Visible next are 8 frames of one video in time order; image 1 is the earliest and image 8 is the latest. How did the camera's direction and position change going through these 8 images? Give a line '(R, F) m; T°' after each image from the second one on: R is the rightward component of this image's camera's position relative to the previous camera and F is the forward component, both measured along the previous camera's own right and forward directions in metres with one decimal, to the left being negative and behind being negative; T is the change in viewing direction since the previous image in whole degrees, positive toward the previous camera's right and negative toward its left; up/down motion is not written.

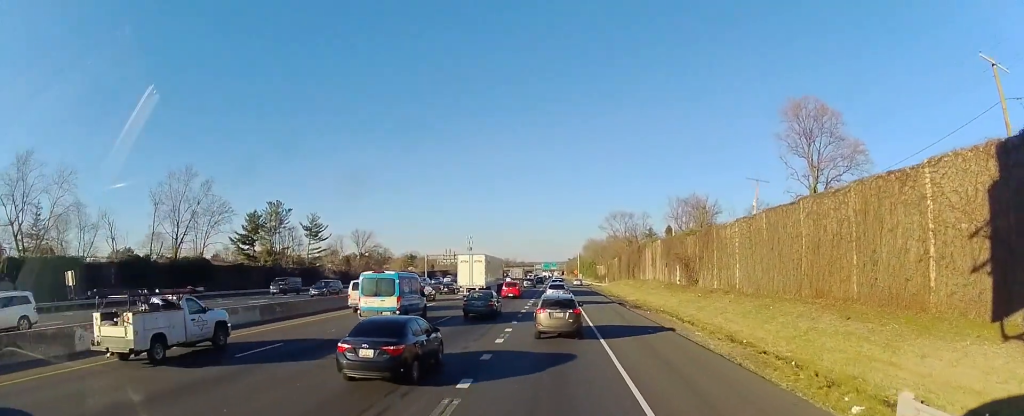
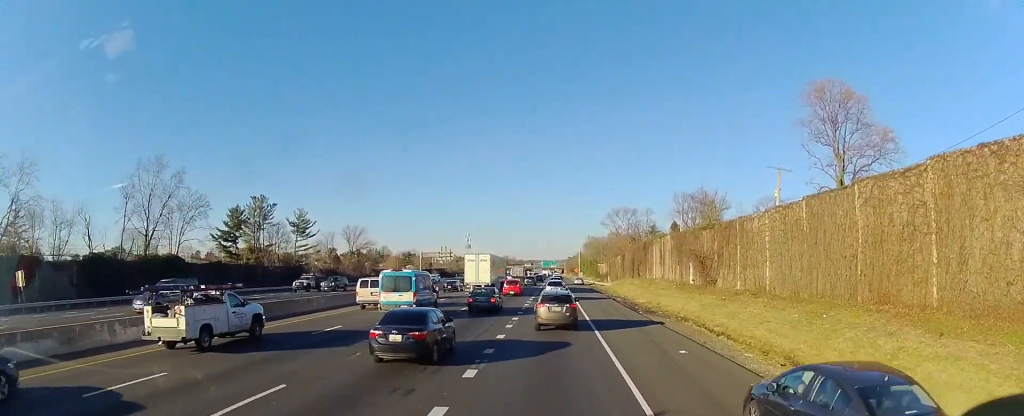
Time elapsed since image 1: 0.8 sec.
(-0.2, +6.9) m; -2°
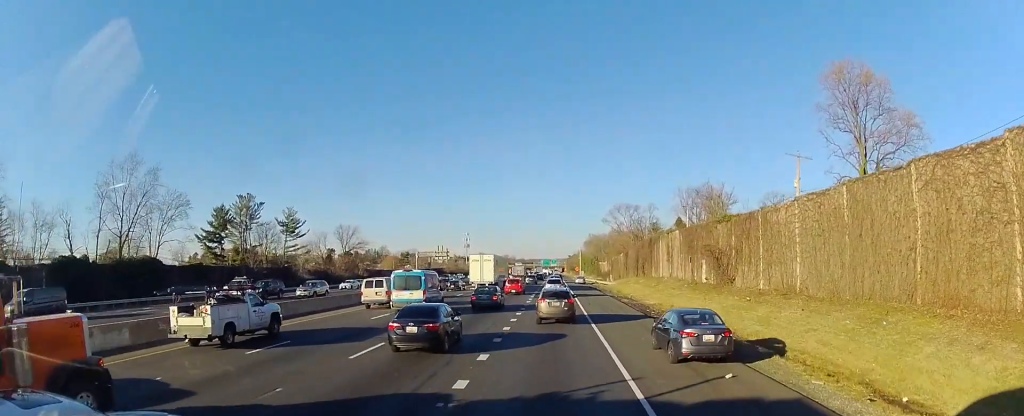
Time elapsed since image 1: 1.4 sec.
(-0.1, +5.3) m; -1°
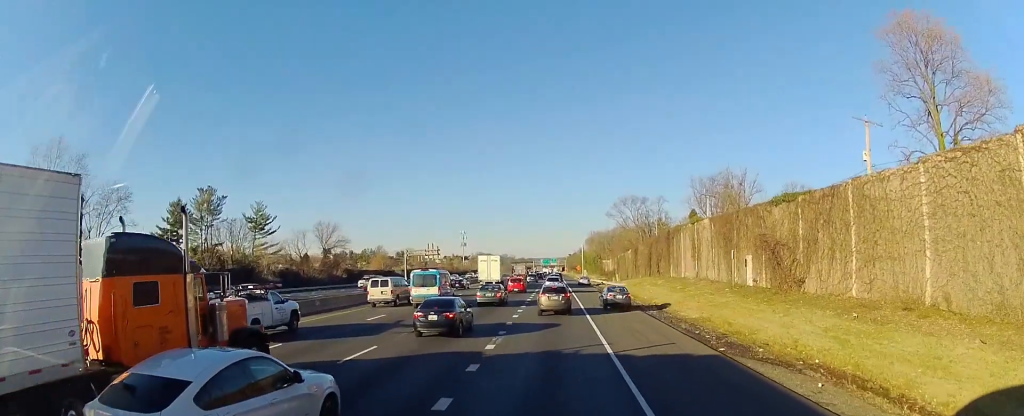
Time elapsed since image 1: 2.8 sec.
(0.0, +13.4) m; 0°
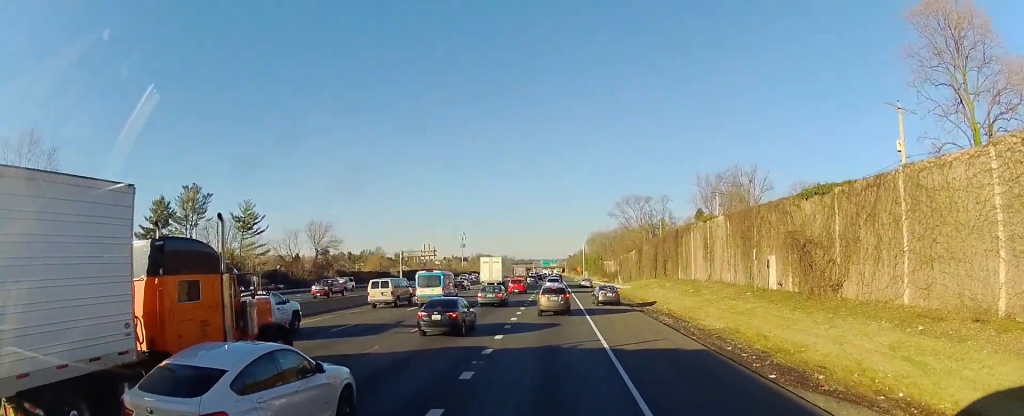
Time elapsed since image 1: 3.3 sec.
(0.0, +4.6) m; 0°
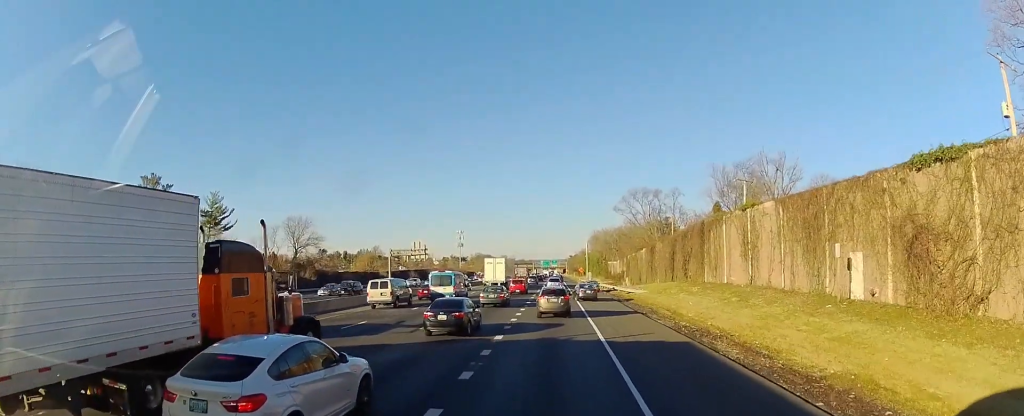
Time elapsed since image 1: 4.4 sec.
(0.0, +11.1) m; 0°
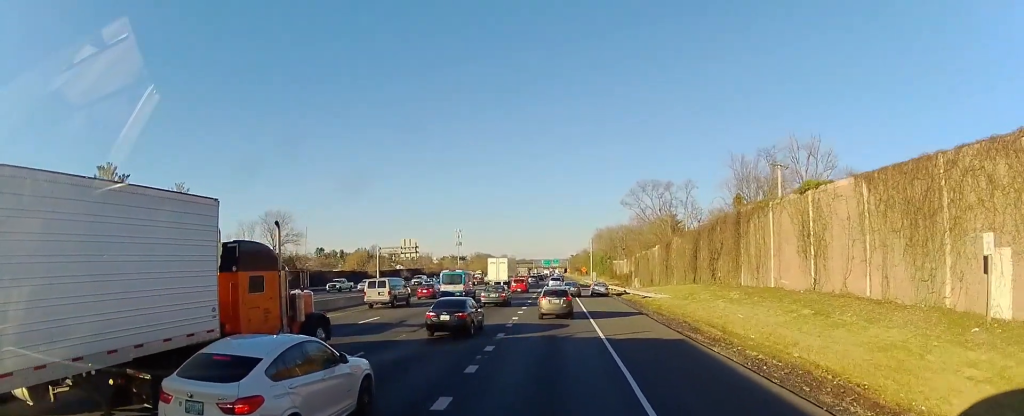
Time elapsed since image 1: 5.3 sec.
(0.0, +10.5) m; -2°
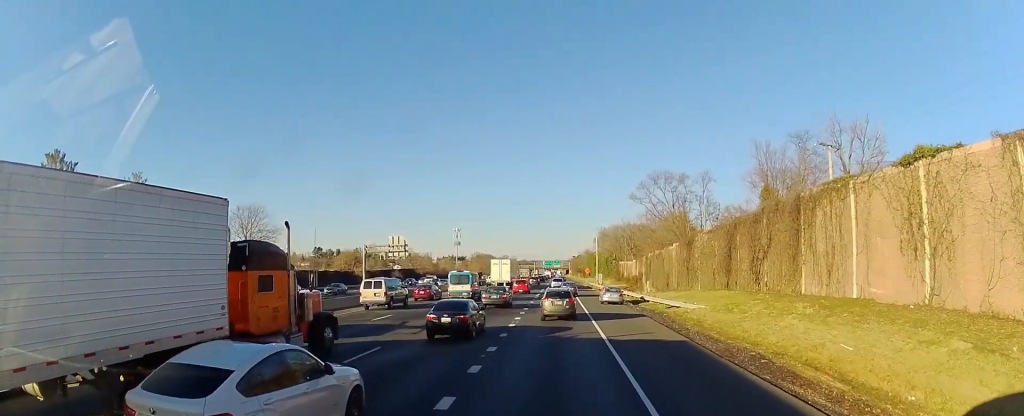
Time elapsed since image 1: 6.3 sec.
(-0.3, +11.2) m; -1°
